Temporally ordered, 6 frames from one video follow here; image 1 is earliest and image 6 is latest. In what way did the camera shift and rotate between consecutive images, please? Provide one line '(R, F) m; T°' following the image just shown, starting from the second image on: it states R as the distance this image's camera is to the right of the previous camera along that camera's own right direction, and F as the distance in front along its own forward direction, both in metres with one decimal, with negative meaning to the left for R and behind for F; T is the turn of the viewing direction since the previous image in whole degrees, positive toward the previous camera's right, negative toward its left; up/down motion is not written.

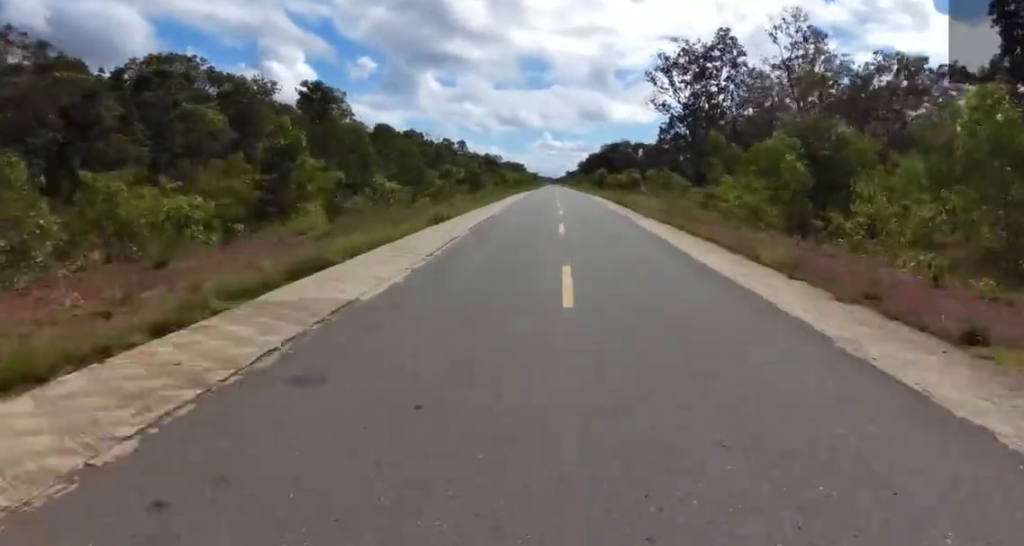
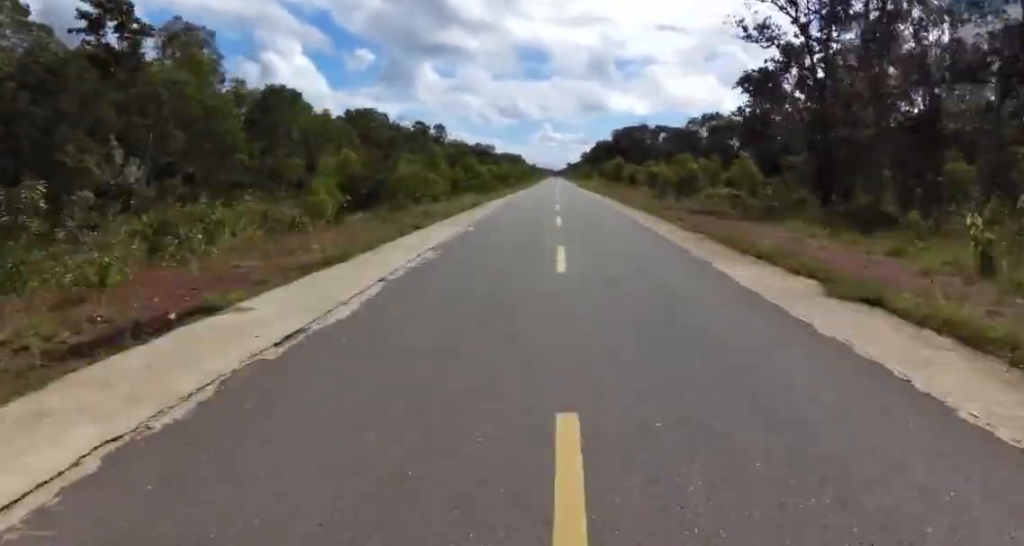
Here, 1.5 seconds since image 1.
(+1.3, +39.3) m; +3°
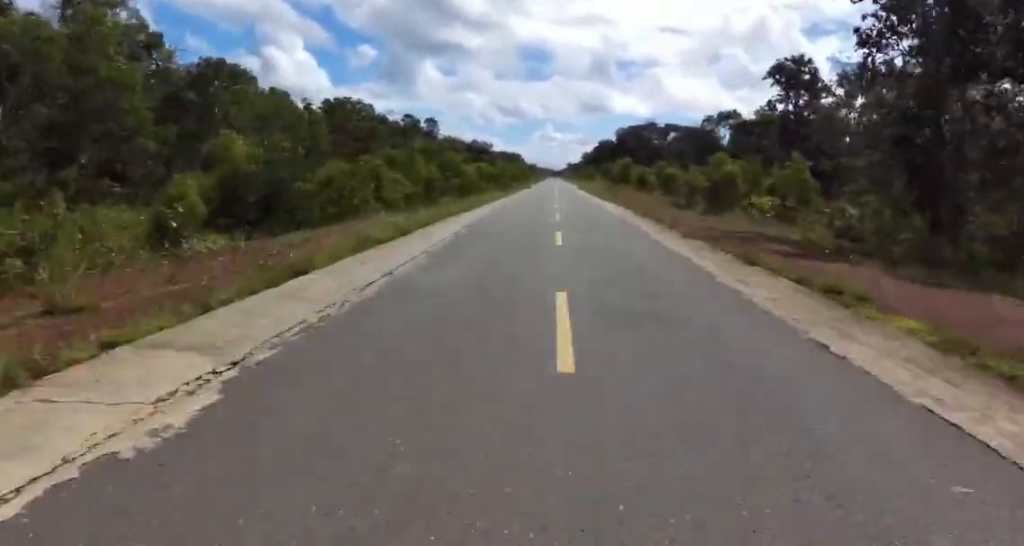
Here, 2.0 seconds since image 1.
(+0.7, +13.3) m; 0°
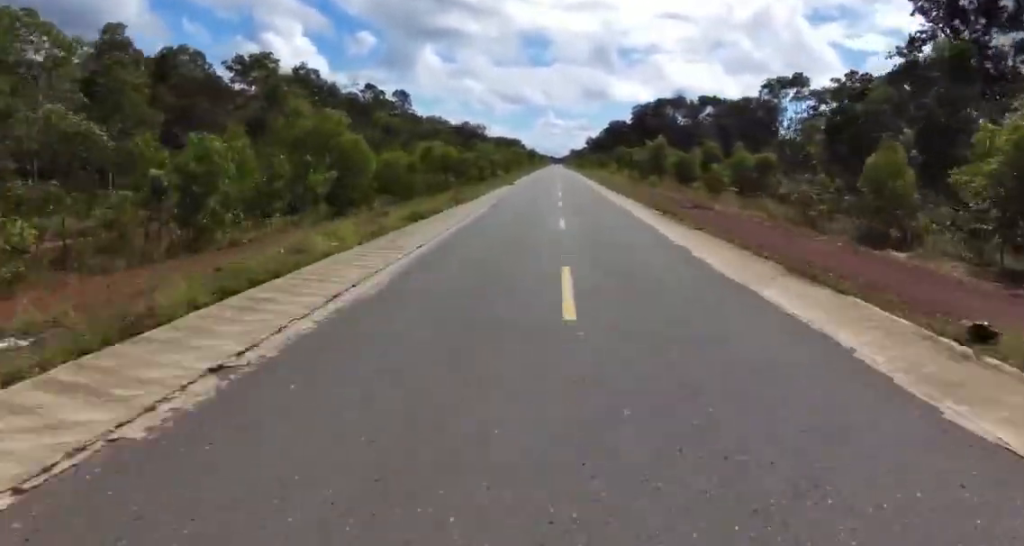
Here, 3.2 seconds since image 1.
(-1.9, +32.2) m; -2°
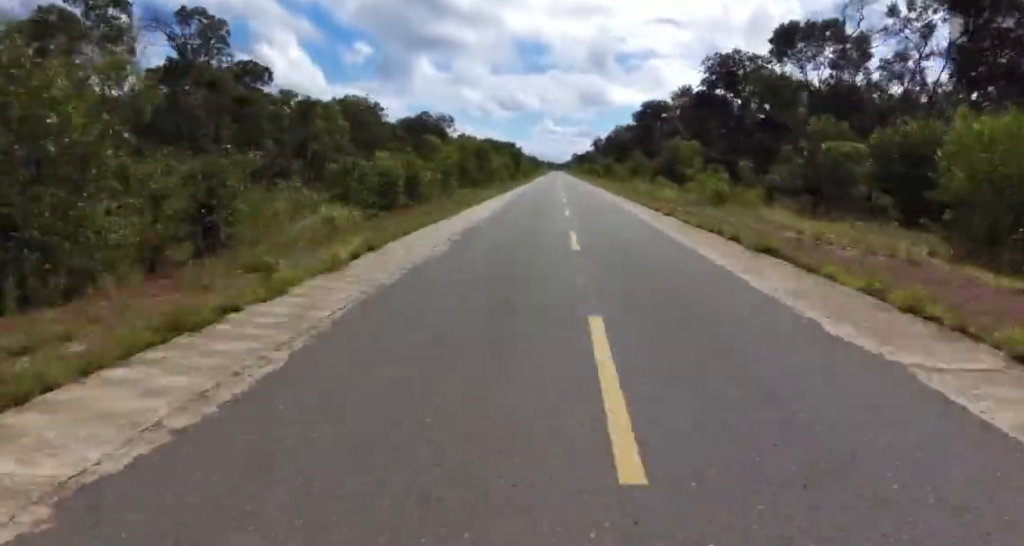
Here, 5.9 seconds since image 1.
(+2.4, +68.5) m; 0°
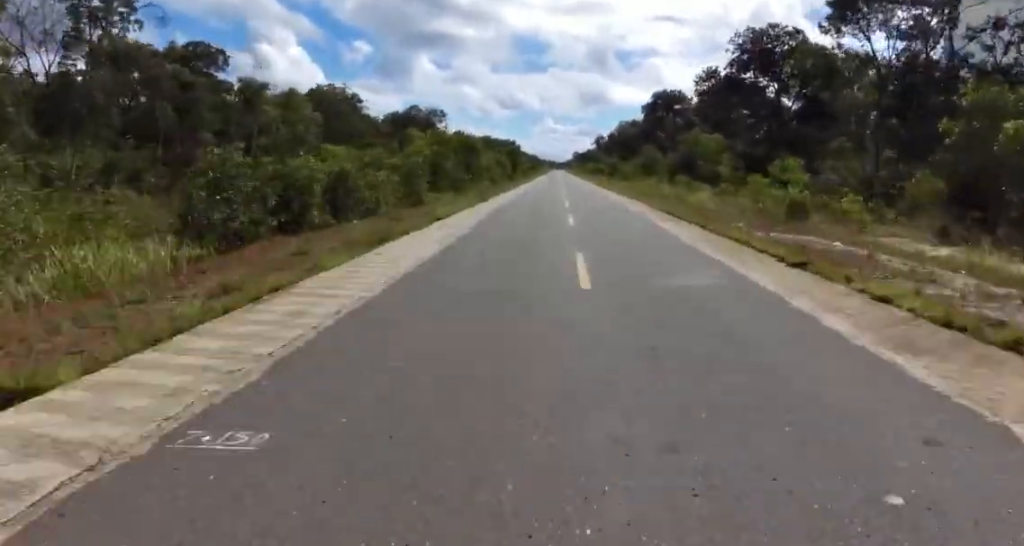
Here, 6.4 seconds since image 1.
(0.0, +12.7) m; 0°
